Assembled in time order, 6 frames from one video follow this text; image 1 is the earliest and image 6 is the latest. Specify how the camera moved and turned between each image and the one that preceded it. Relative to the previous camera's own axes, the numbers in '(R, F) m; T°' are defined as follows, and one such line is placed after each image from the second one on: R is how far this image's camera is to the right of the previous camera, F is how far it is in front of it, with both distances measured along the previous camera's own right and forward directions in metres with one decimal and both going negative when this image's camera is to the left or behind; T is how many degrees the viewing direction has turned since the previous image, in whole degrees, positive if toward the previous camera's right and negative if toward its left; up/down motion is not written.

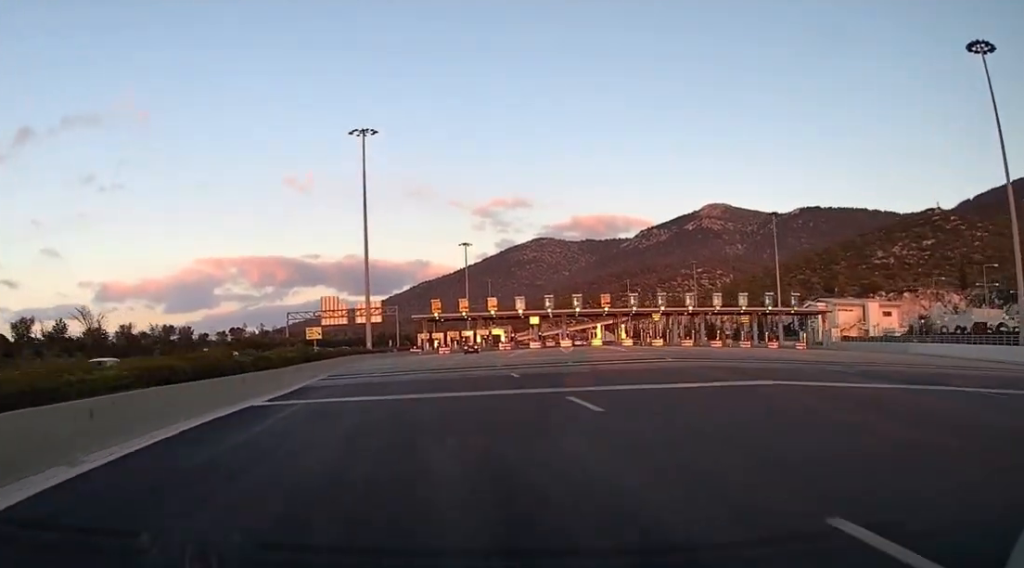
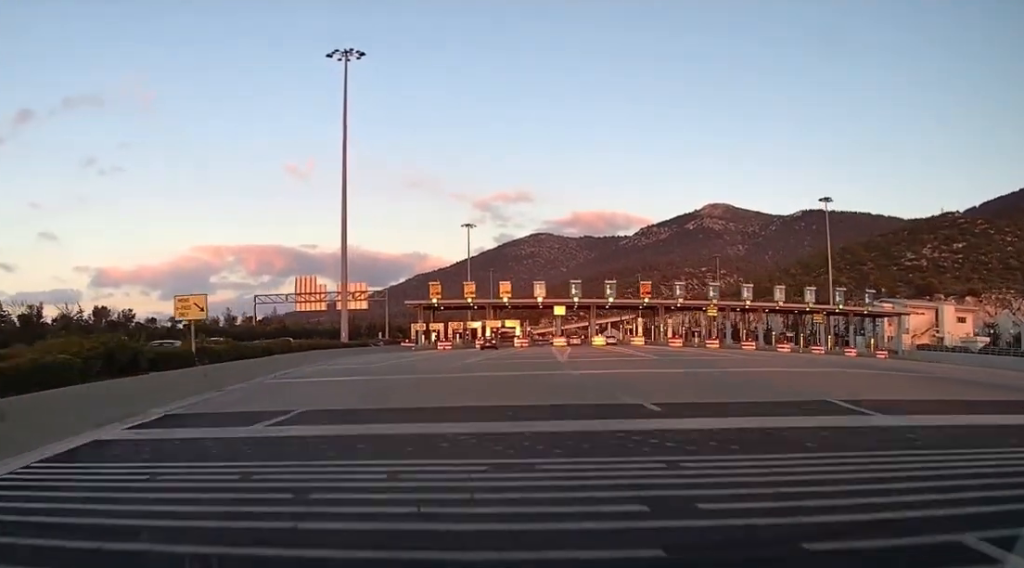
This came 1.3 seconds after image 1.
(+0.1, +28.2) m; 0°
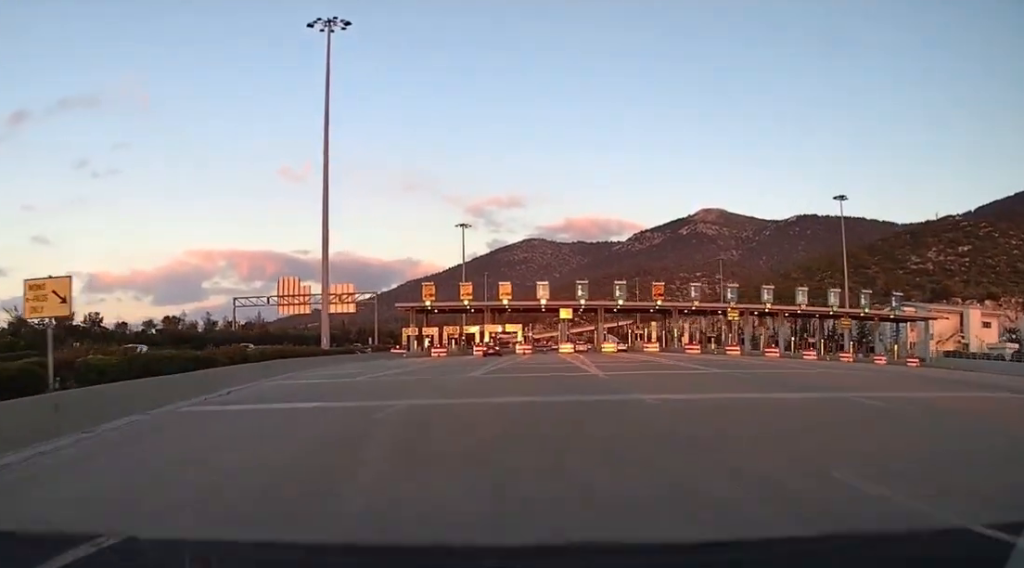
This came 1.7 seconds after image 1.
(0.0, +9.7) m; 0°
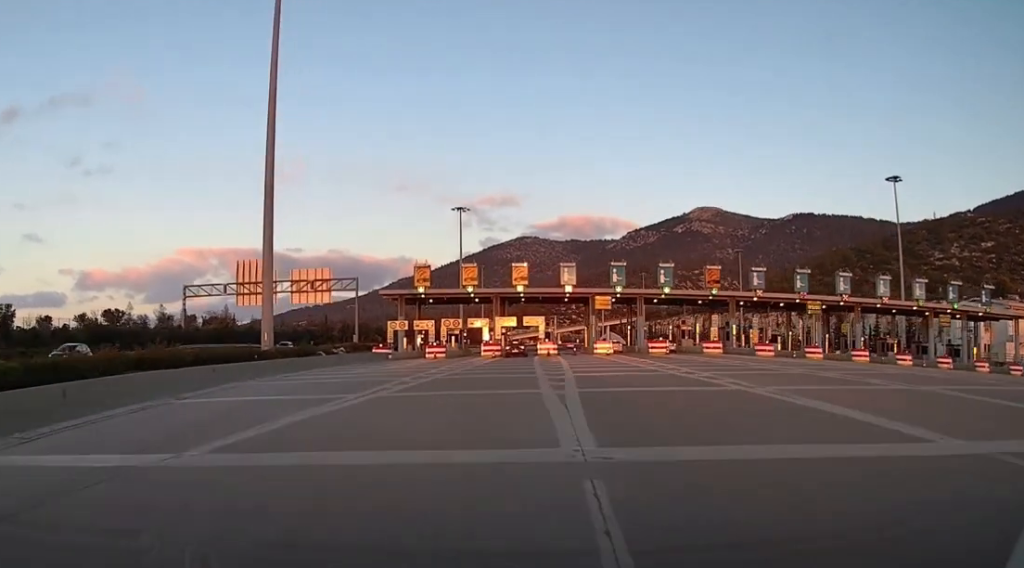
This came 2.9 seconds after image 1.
(+0.2, +23.3) m; +1°
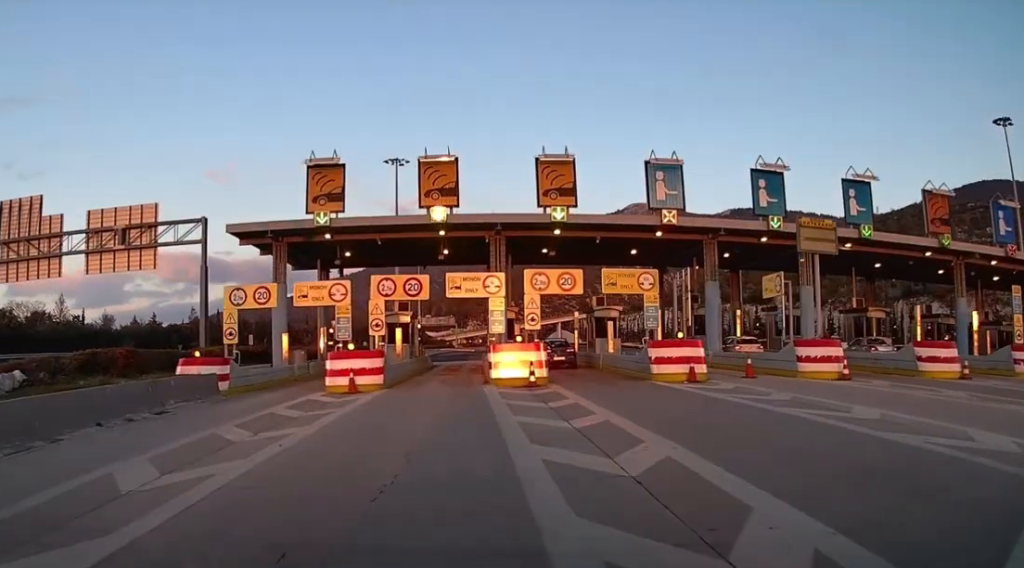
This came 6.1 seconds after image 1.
(+1.2, +50.0) m; +5°
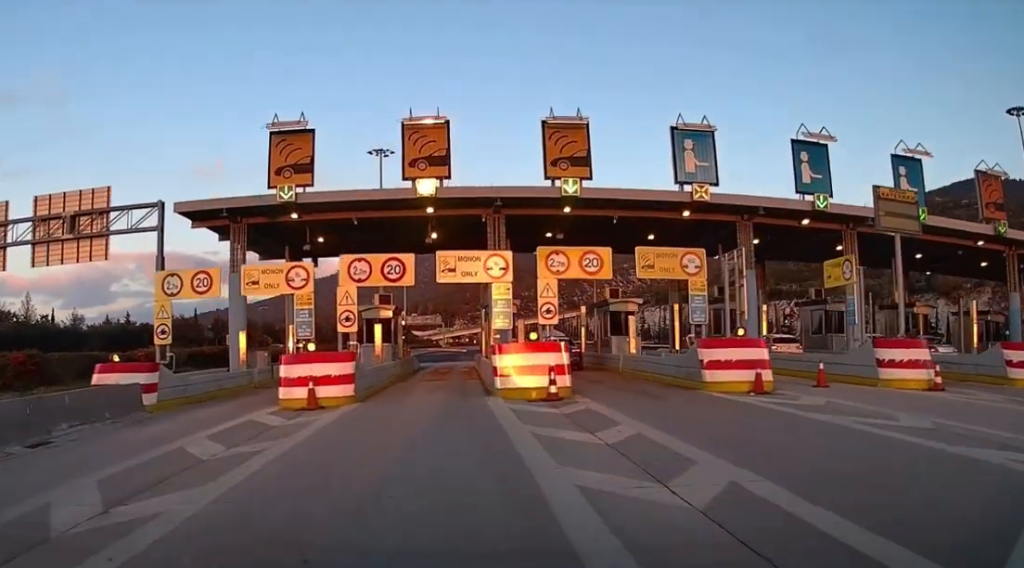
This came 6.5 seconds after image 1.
(+0.1, +5.9) m; +1°
